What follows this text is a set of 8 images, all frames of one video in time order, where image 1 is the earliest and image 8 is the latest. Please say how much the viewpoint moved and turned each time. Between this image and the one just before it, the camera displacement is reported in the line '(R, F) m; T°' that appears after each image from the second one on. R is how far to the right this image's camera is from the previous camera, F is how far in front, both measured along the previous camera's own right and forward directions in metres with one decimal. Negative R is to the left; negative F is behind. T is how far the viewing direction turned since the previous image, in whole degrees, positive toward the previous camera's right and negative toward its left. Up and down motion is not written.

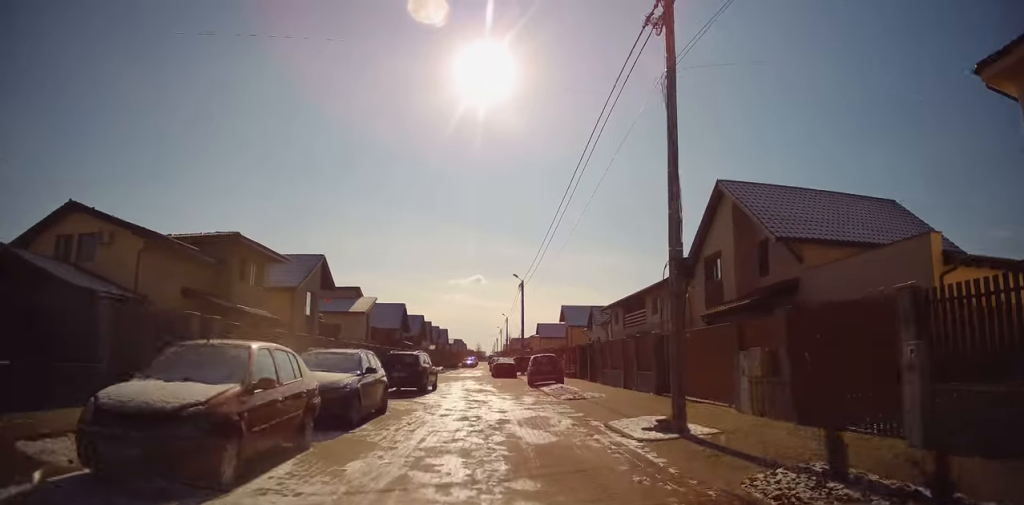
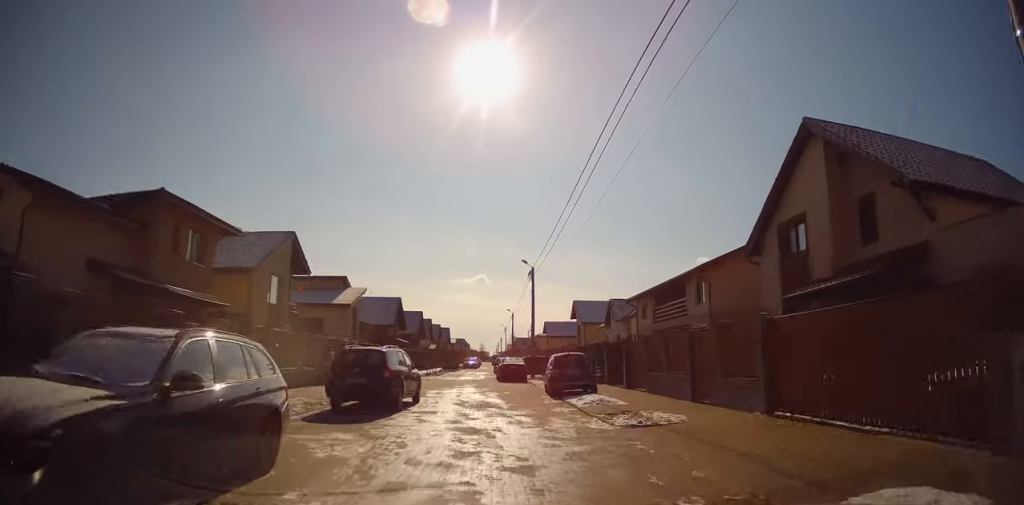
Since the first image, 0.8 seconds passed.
(+0.1, +7.0) m; -1°
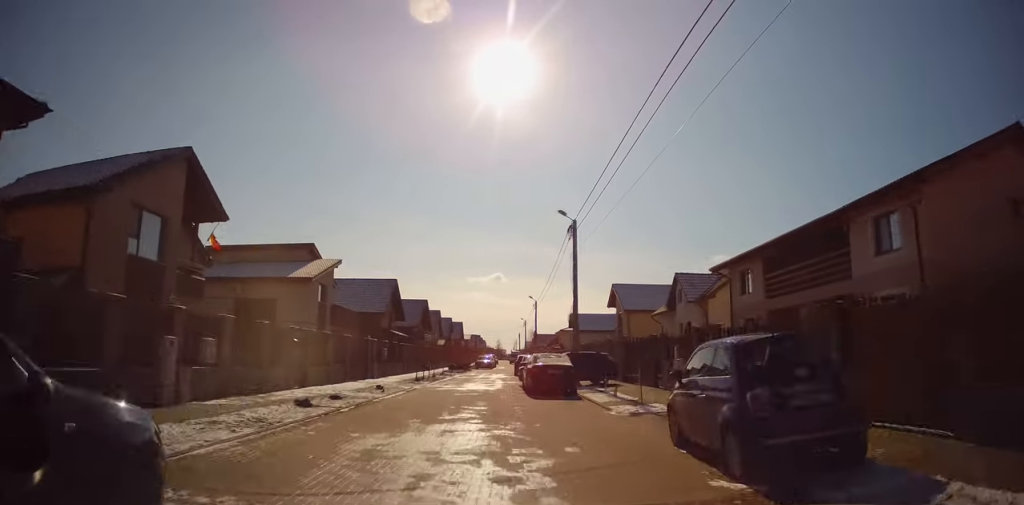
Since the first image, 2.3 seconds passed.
(-0.6, +13.6) m; -3°
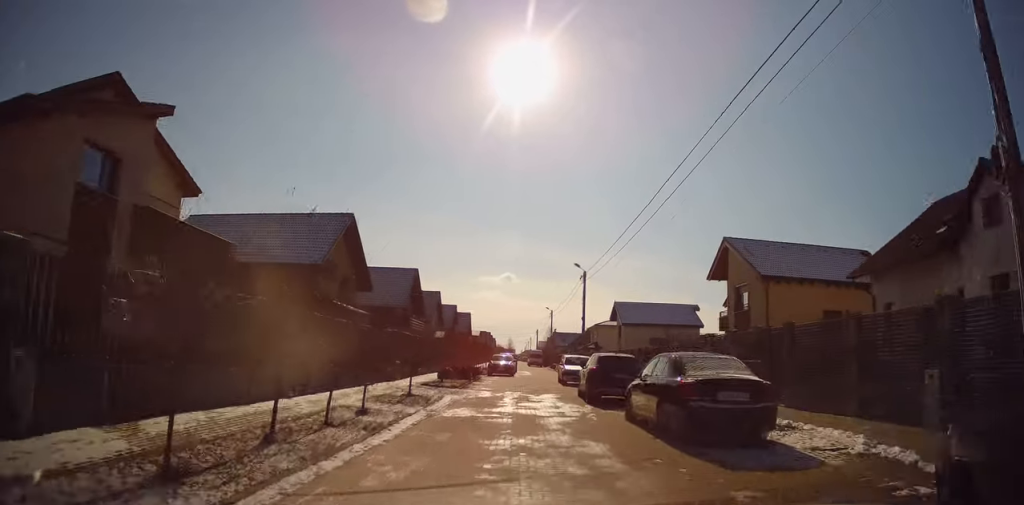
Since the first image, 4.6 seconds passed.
(+0.1, +23.2) m; +4°
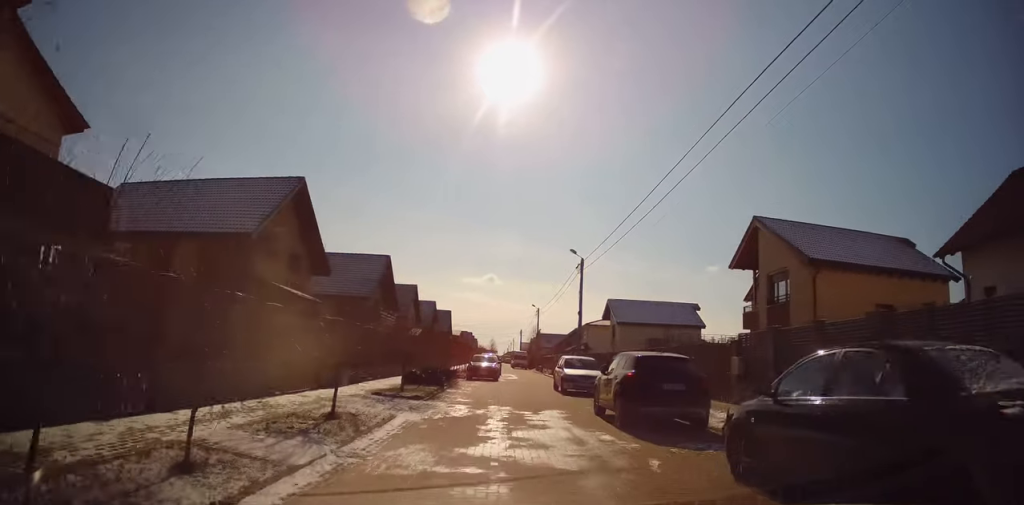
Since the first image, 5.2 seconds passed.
(+0.4, +6.1) m; +2°
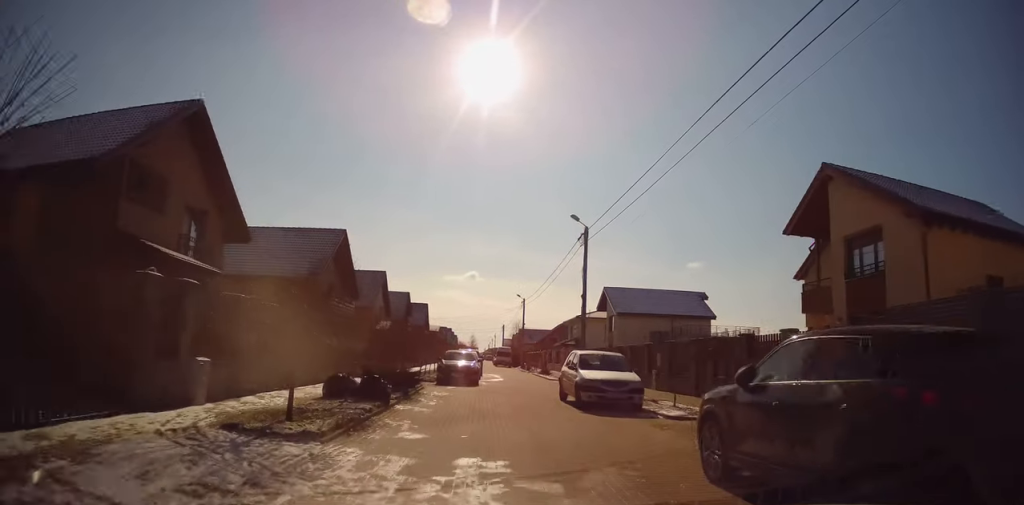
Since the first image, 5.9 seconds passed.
(+0.1, +8.0) m; 0°
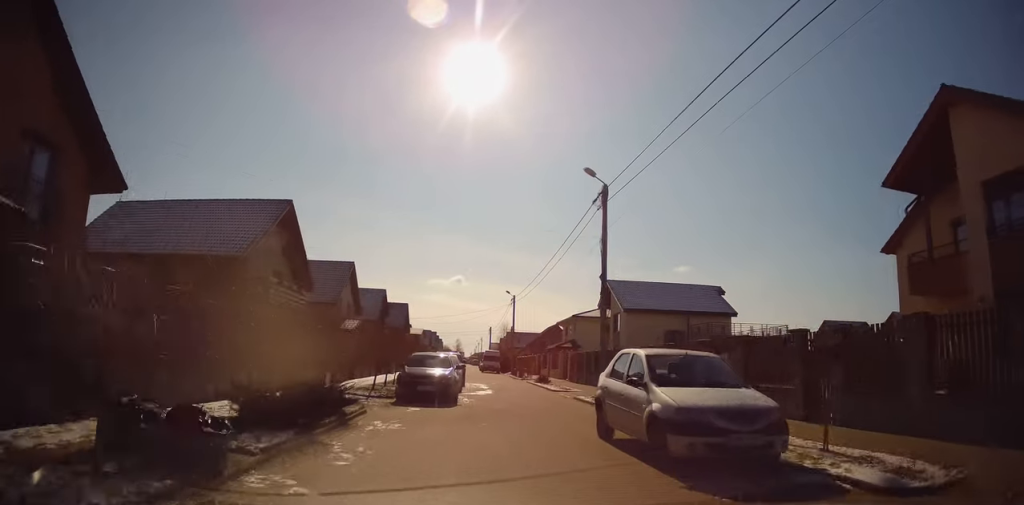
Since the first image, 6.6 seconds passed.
(0.0, +7.8) m; -1°
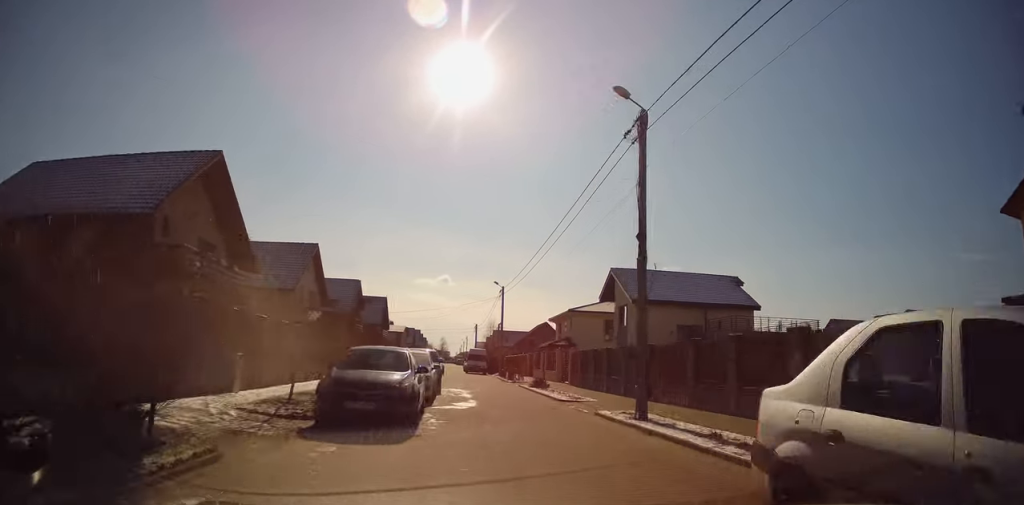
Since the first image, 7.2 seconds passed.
(-0.1, +6.8) m; +1°
